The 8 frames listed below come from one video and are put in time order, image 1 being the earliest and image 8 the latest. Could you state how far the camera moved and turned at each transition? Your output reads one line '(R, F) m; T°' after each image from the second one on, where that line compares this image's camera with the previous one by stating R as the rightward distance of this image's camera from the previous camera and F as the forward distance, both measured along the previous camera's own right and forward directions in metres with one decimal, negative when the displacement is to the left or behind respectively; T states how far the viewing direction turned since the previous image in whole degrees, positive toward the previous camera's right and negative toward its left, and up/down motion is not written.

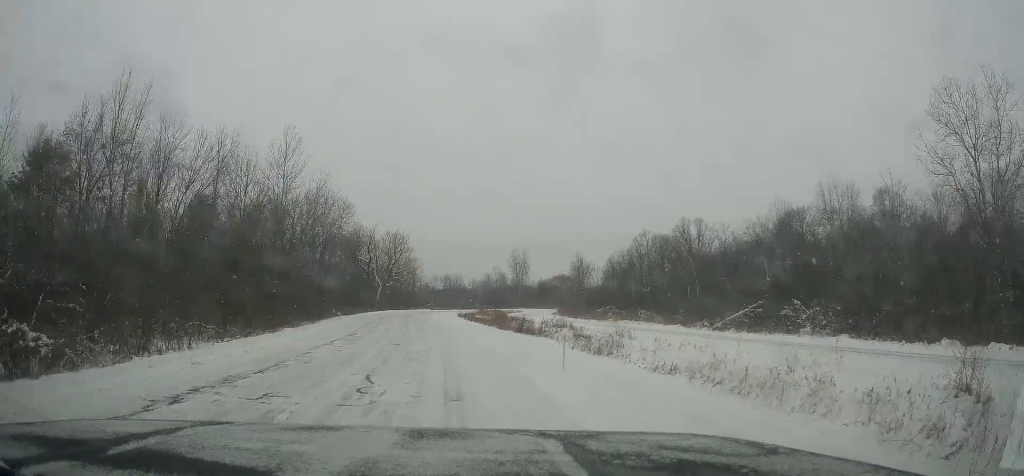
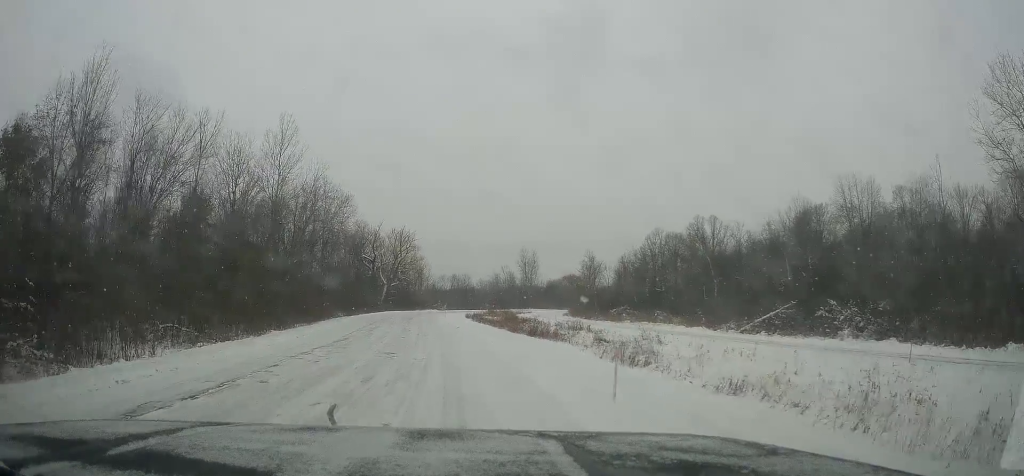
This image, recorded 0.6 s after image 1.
(0.0, +3.8) m; -3°
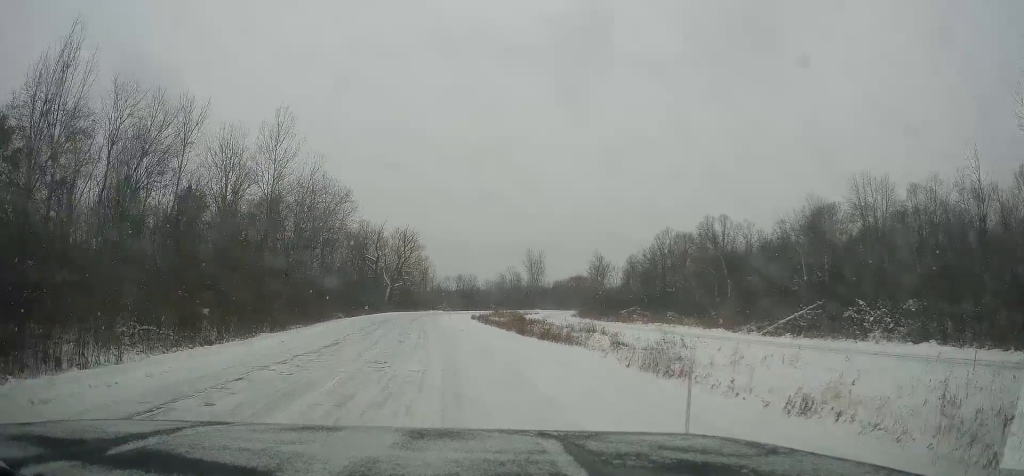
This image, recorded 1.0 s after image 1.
(-0.1, +2.8) m; -1°
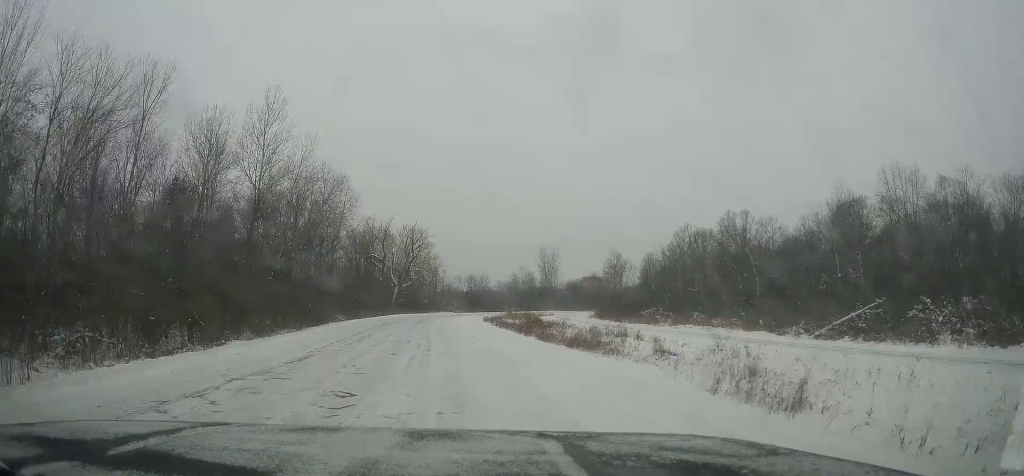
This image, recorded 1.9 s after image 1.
(-0.3, +5.8) m; +1°
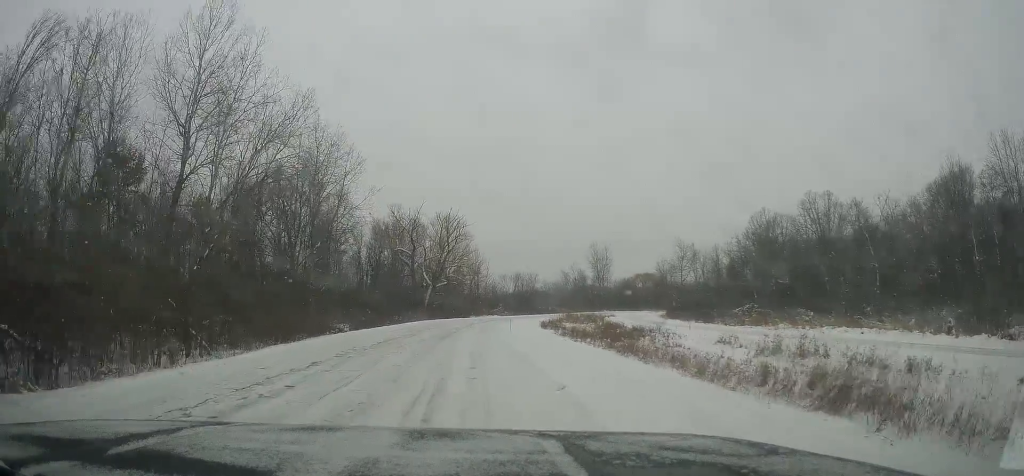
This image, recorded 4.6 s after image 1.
(-0.5, +18.6) m; -5°
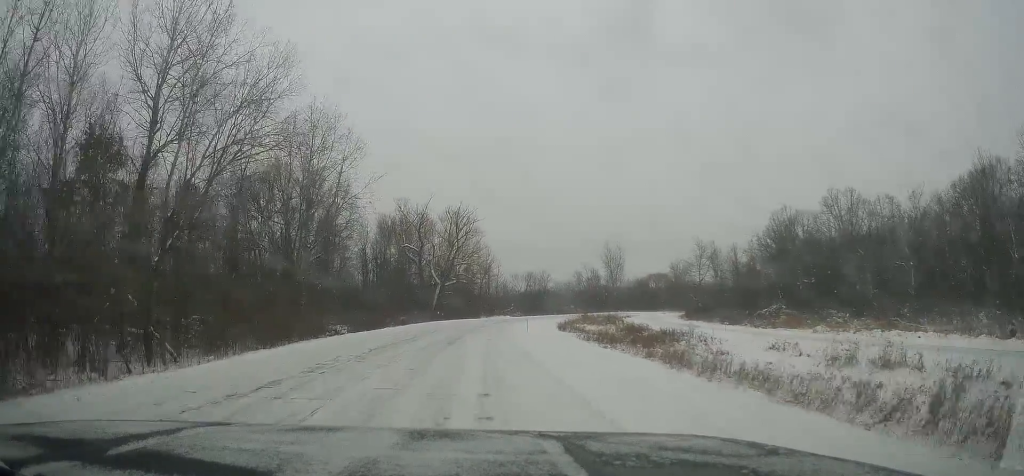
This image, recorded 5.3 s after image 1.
(0.0, +4.5) m; -1°
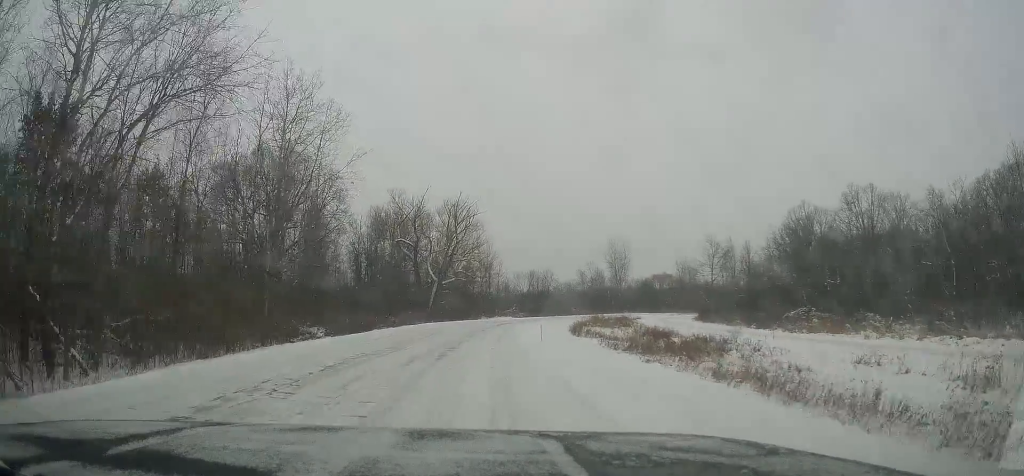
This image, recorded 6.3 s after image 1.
(-0.2, +6.6) m; -3°
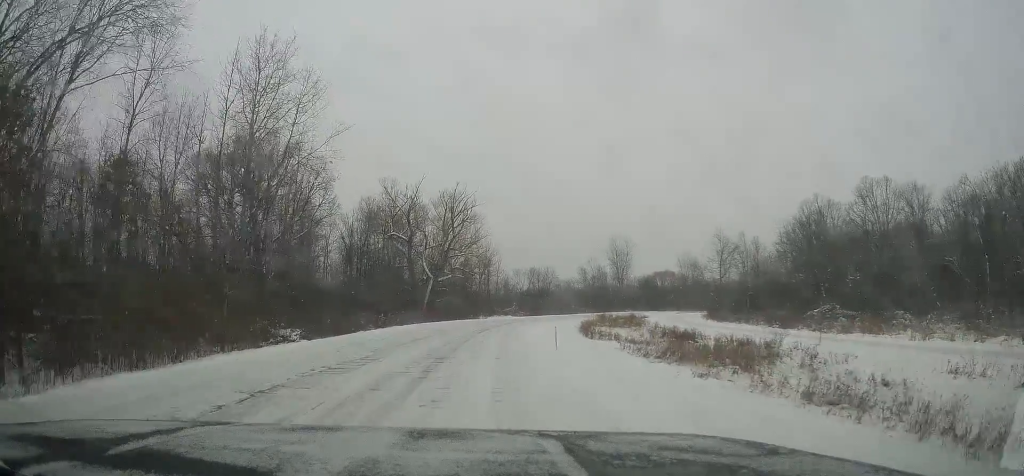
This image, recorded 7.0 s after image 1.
(-0.1, +5.0) m; -1°
